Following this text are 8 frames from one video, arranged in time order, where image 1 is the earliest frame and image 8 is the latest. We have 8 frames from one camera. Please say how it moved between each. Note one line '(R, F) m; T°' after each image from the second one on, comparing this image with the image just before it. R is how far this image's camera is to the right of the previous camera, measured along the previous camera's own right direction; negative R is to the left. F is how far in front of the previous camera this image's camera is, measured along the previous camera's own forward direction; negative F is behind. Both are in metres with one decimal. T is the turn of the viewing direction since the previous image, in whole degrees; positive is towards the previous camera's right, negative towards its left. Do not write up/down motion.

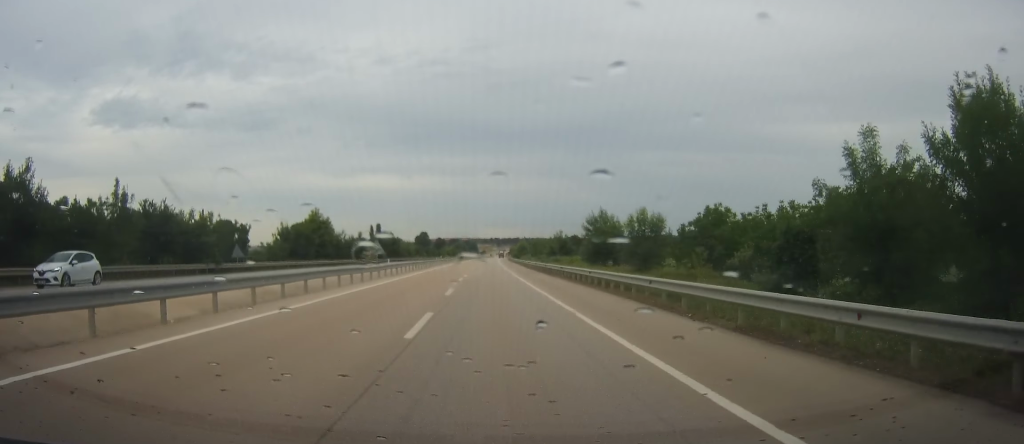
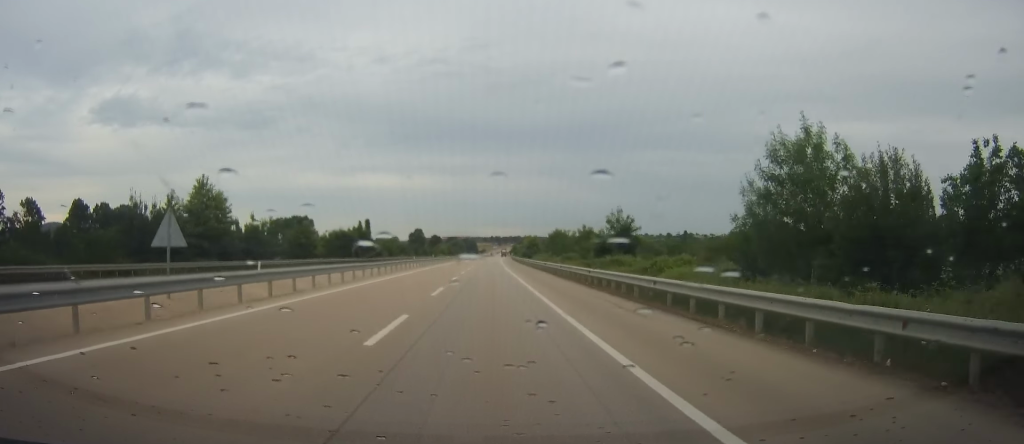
(-0.1, +37.1) m; -1°
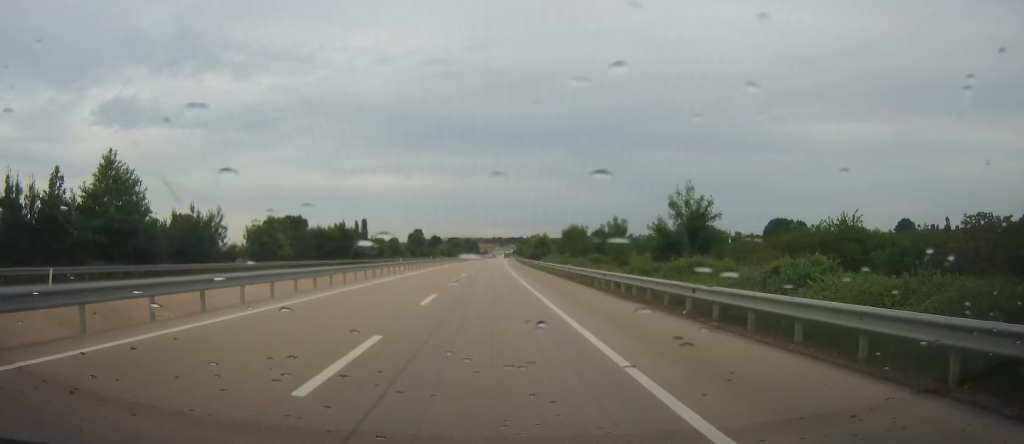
(-0.4, +15.8) m; 0°
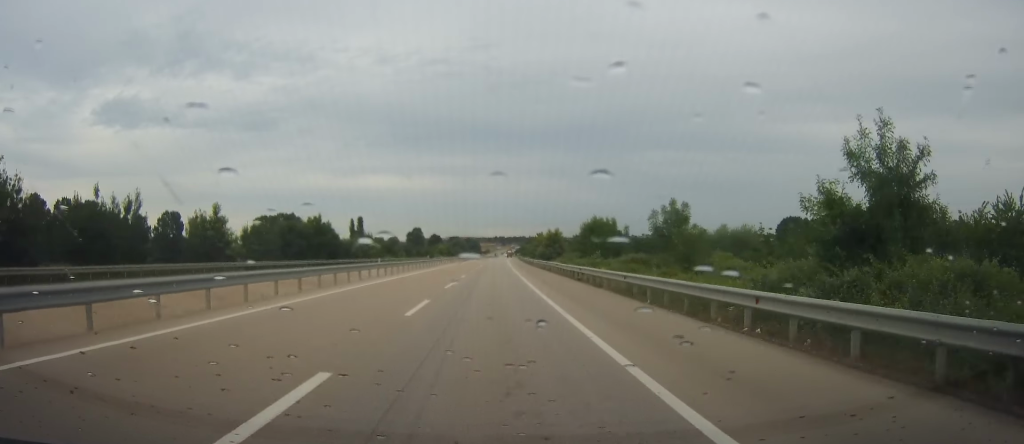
(+0.3, +15.1) m; 0°
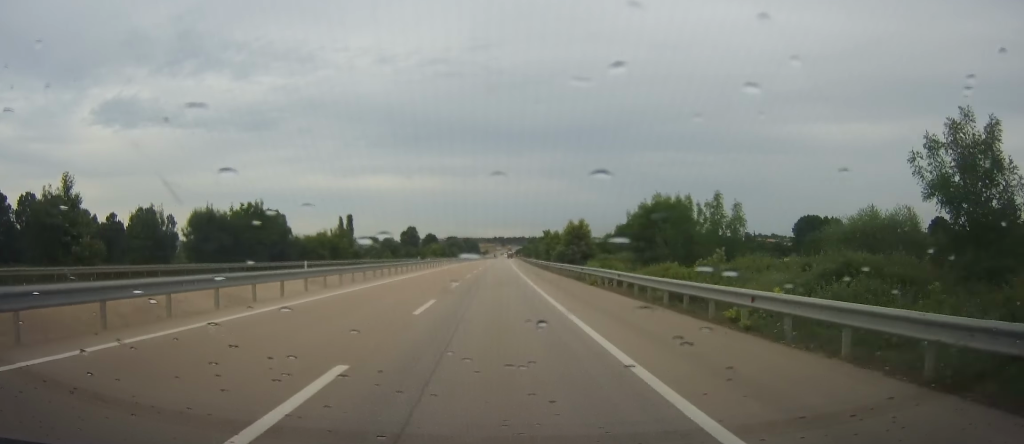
(-0.2, +23.9) m; -1°
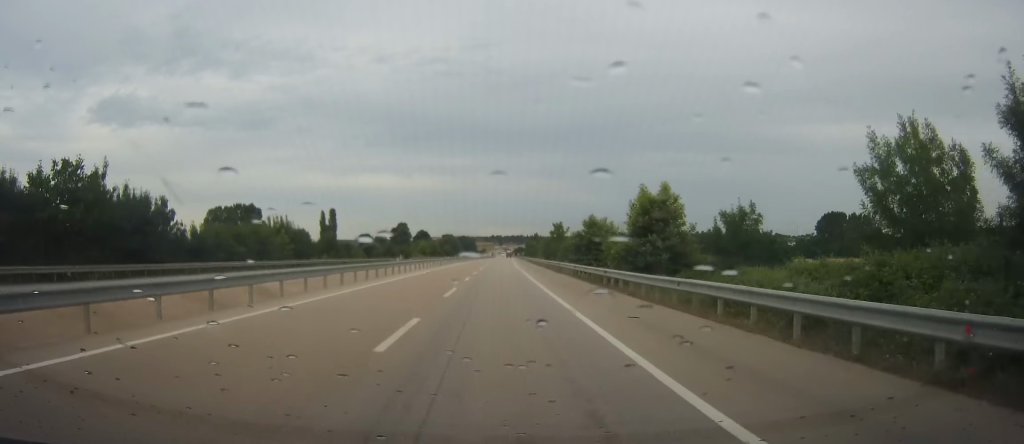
(-0.2, +29.9) m; +1°
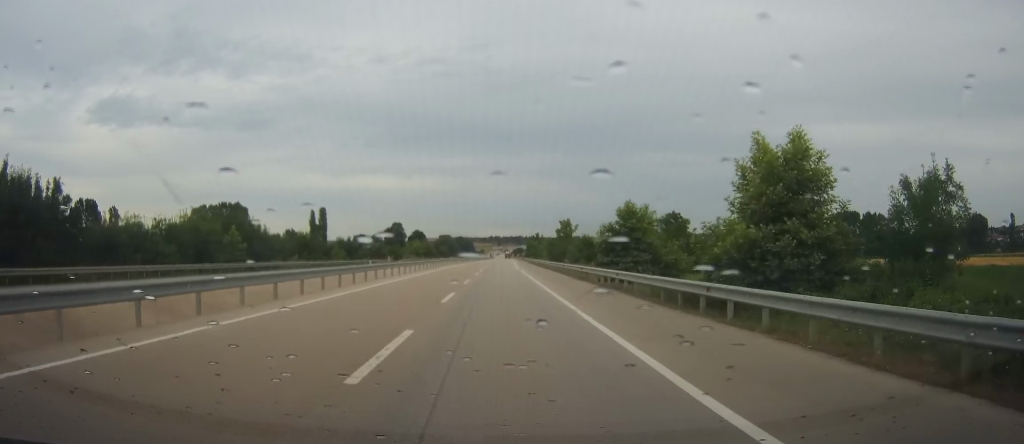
(+0.3, +14.8) m; 0°
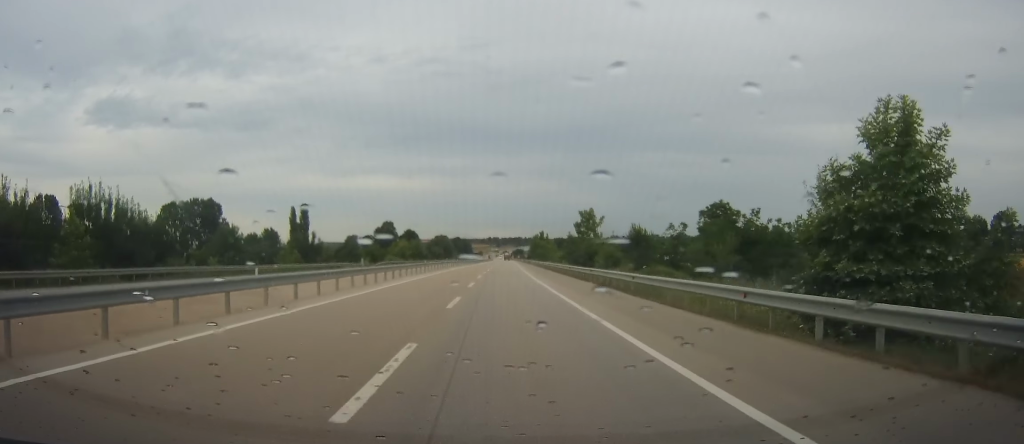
(-0.1, +25.4) m; 0°
